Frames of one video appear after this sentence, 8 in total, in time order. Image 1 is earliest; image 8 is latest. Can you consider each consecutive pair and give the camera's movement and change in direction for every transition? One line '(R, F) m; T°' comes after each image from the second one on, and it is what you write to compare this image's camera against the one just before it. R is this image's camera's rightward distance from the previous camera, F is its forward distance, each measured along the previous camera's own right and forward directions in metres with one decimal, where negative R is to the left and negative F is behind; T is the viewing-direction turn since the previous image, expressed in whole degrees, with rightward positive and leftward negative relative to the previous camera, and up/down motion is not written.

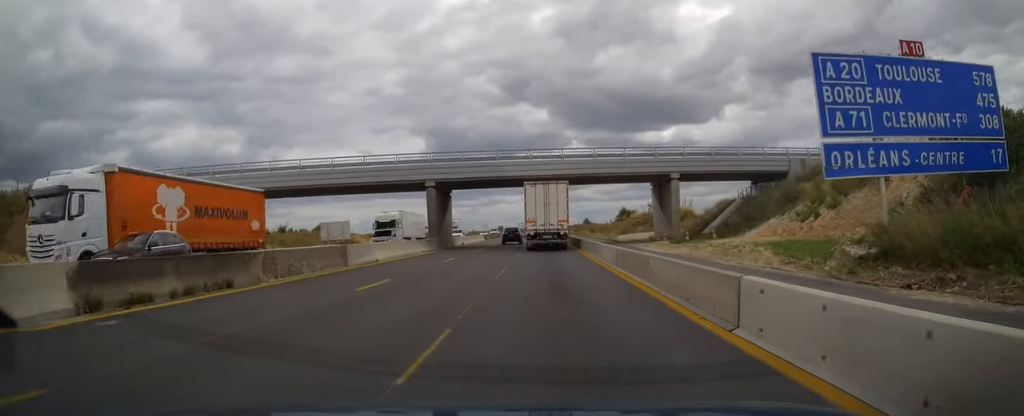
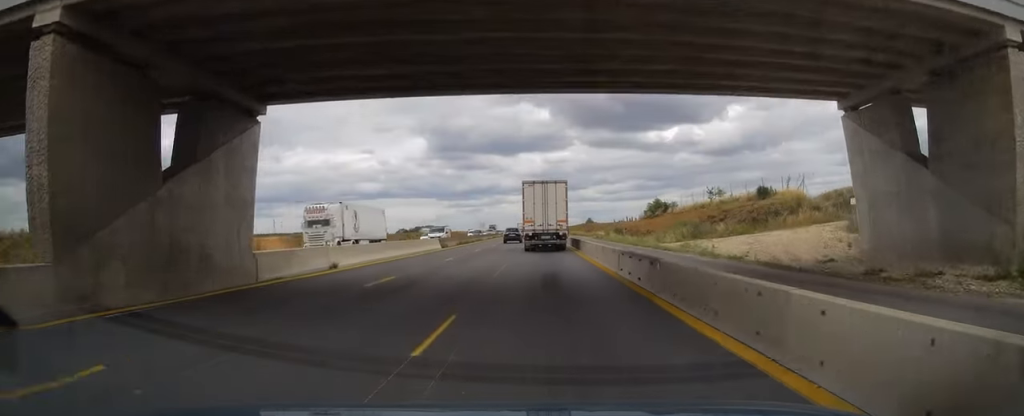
(+0.1, +37.8) m; 0°
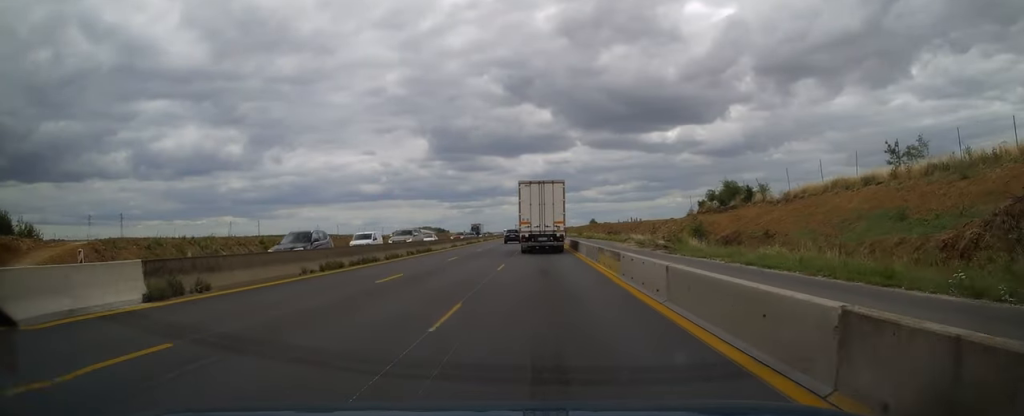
(-0.1, +37.3) m; 0°
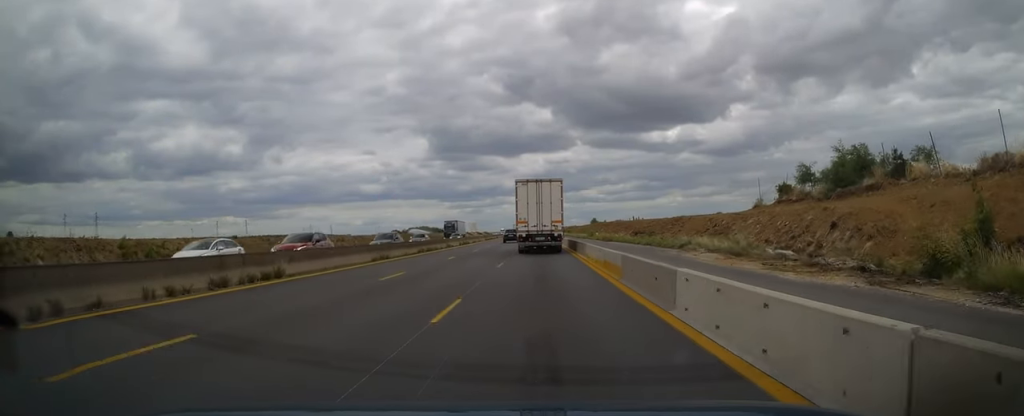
(-0.1, +25.1) m; -1°
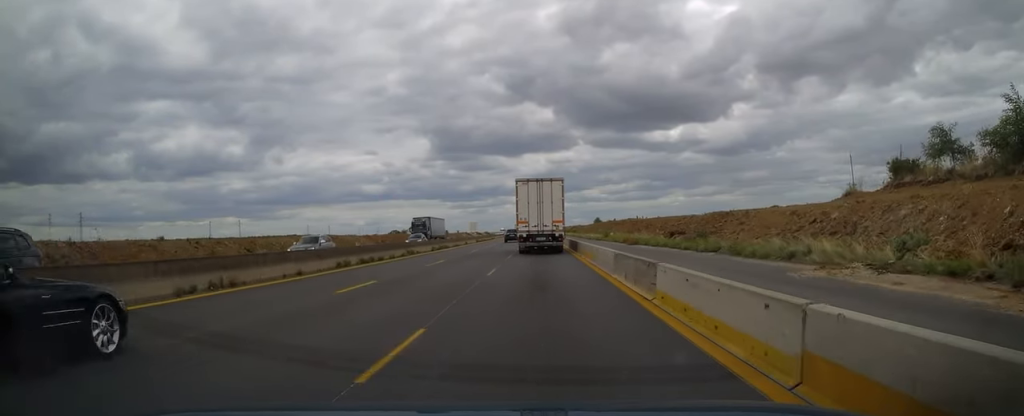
(-0.1, +16.6) m; 0°
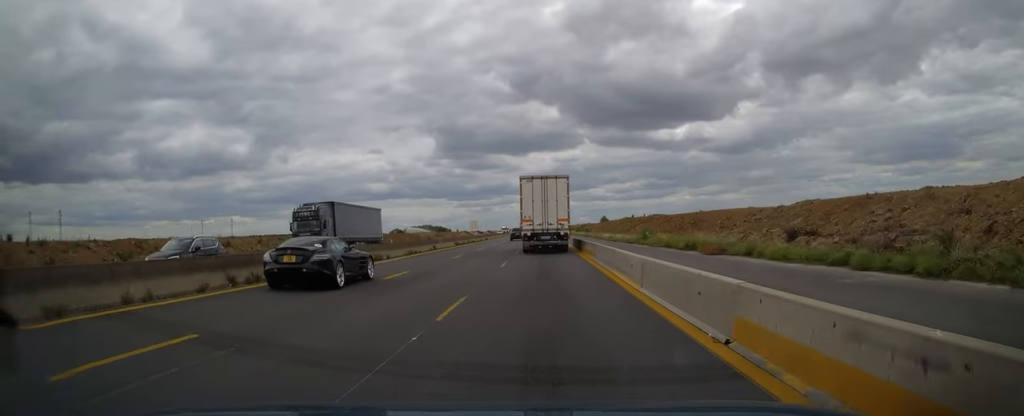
(-0.1, +22.3) m; 0°
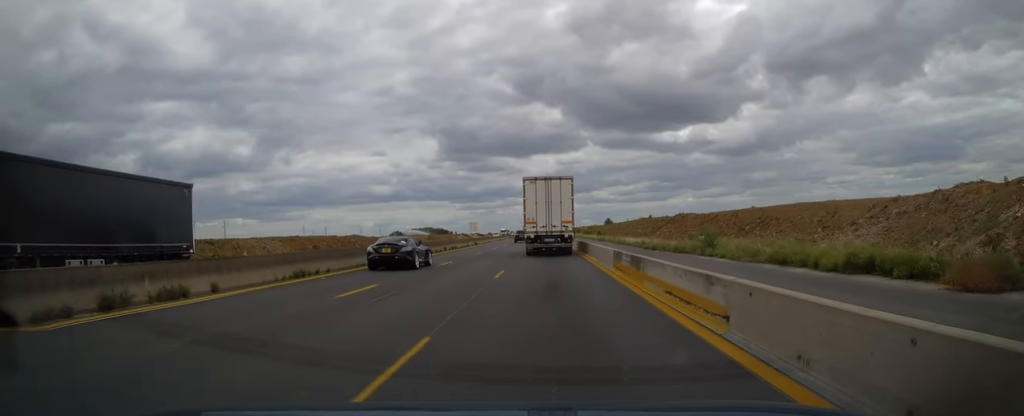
(0.0, +17.5) m; 0°
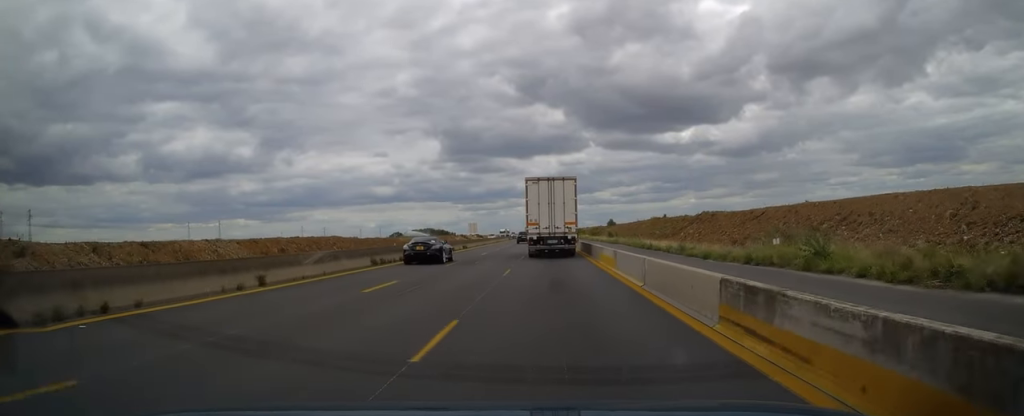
(-0.1, +11.4) m; 0°
